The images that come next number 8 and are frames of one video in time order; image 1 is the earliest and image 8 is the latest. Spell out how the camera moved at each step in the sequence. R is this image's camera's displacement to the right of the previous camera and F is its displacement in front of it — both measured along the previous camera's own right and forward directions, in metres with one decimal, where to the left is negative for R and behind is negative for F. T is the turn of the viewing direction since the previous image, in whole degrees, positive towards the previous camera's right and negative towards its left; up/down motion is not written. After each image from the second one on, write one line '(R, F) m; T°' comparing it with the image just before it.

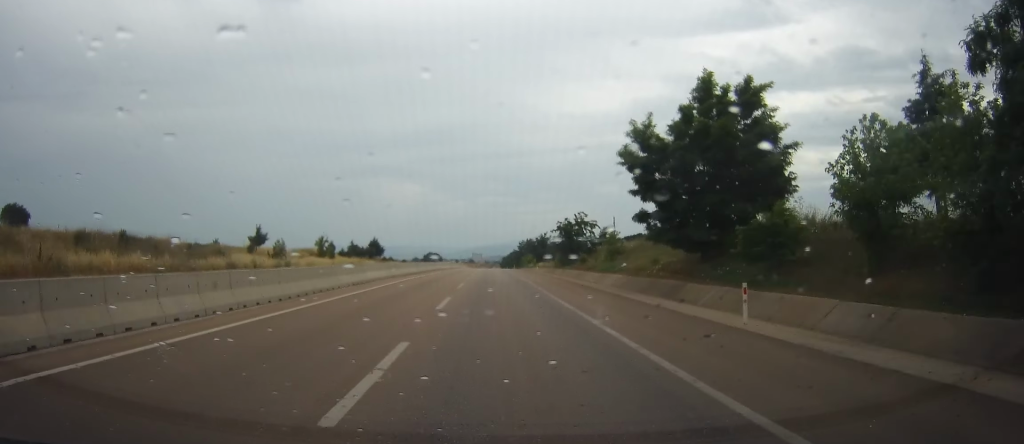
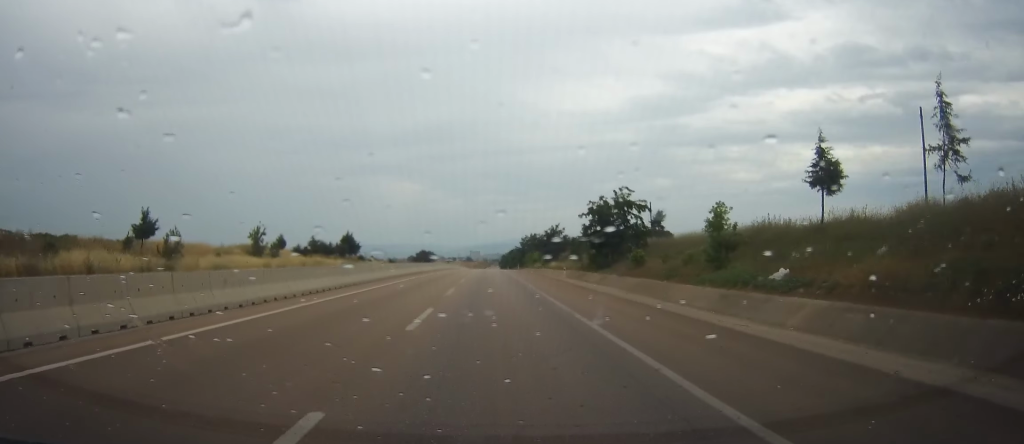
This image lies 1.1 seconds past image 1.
(+0.2, +28.7) m; 0°
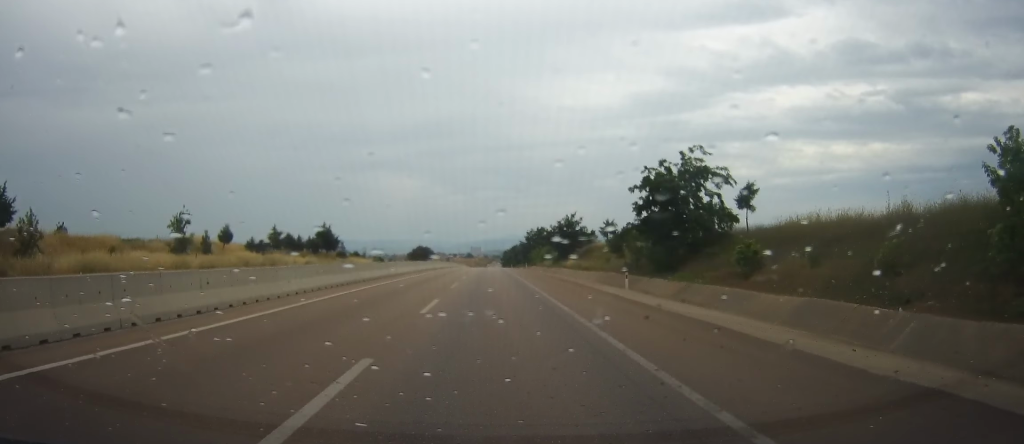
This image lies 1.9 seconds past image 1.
(0.0, +20.3) m; +1°
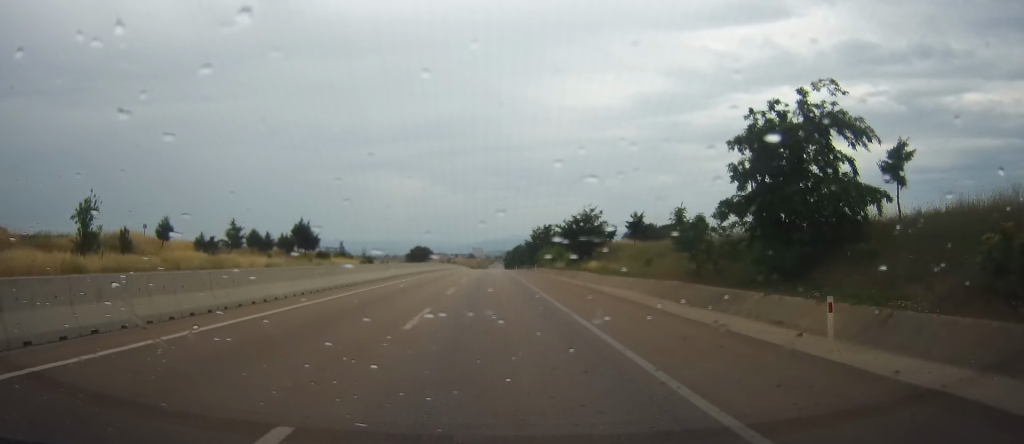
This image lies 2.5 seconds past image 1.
(0.0, +14.7) m; +1°
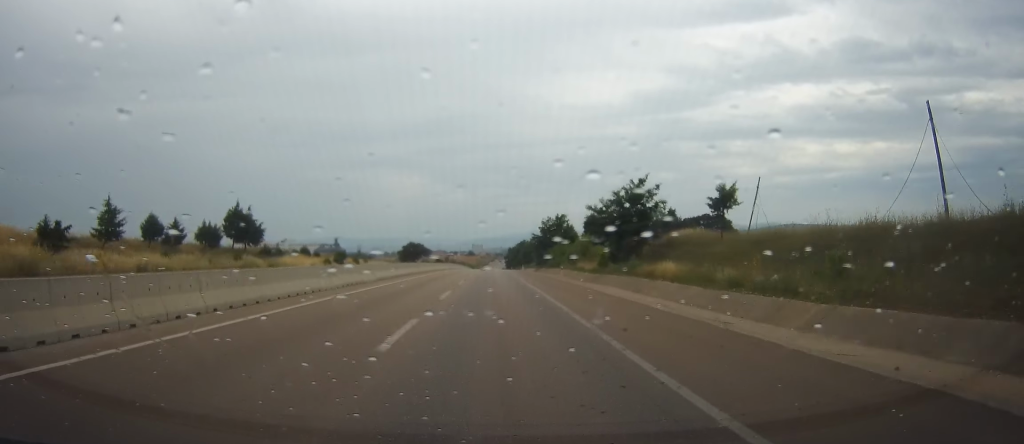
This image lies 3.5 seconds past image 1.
(+0.4, +26.4) m; 0°
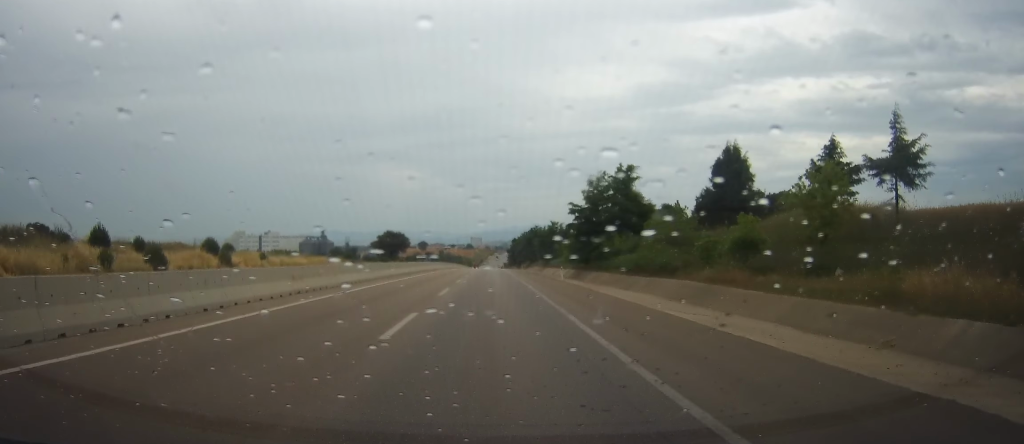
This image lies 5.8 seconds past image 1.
(-1.6, +57.8) m; -1°
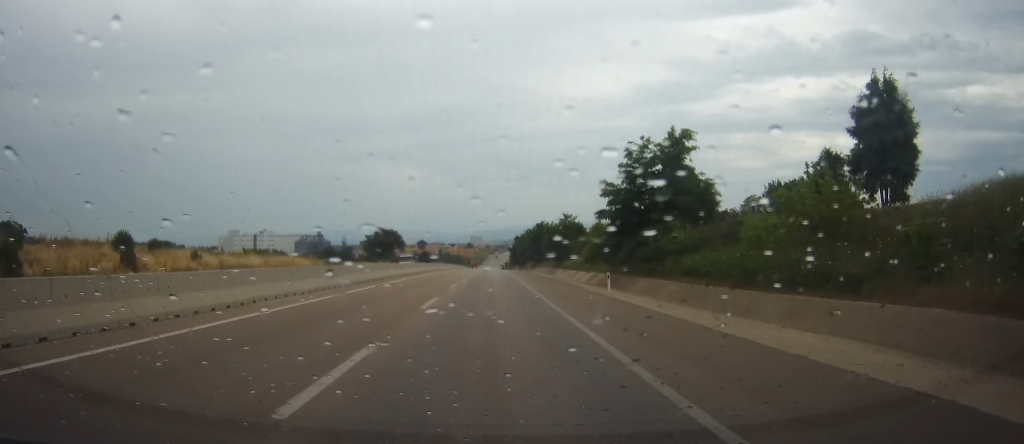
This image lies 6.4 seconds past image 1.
(-0.1, +16.7) m; +1°
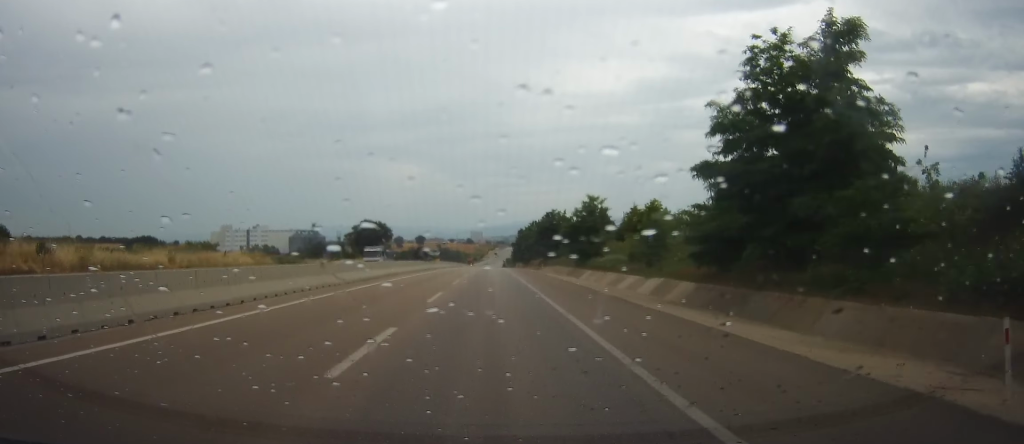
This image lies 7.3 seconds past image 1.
(+0.3, +22.0) m; 0°
